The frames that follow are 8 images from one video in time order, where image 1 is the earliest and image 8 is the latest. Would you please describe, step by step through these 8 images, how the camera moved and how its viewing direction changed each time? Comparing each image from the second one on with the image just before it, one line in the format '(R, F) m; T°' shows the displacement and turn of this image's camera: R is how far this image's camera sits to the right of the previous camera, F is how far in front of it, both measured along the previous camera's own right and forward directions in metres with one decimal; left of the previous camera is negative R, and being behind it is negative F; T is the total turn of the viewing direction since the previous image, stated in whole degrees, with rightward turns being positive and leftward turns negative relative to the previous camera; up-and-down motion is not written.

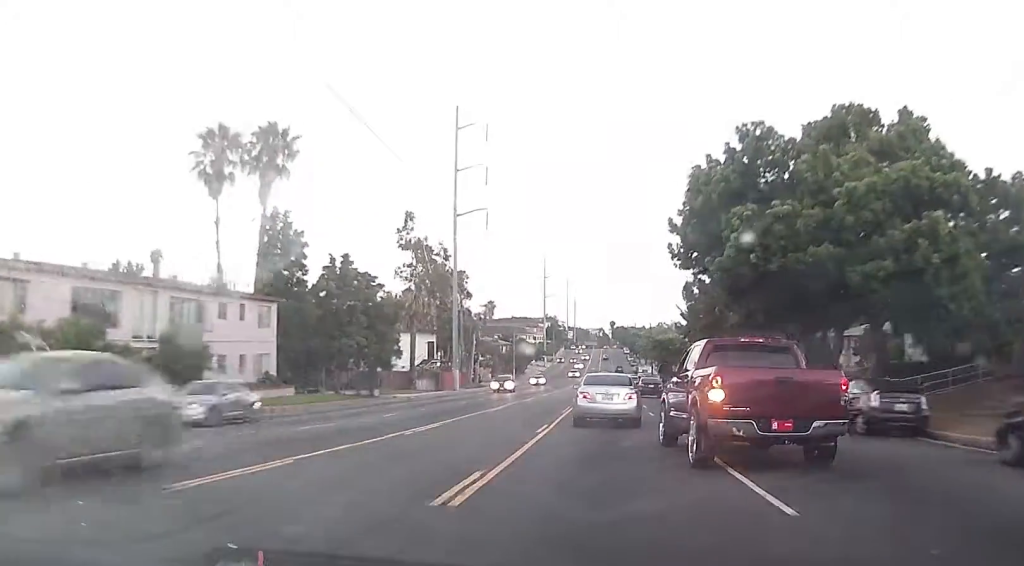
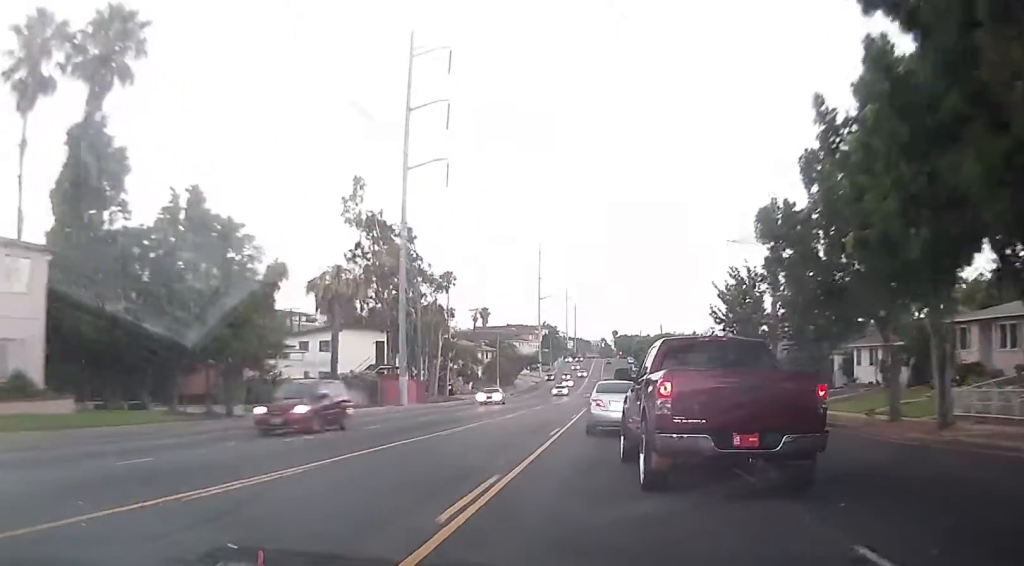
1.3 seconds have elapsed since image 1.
(-0.1, +23.5) m; +1°
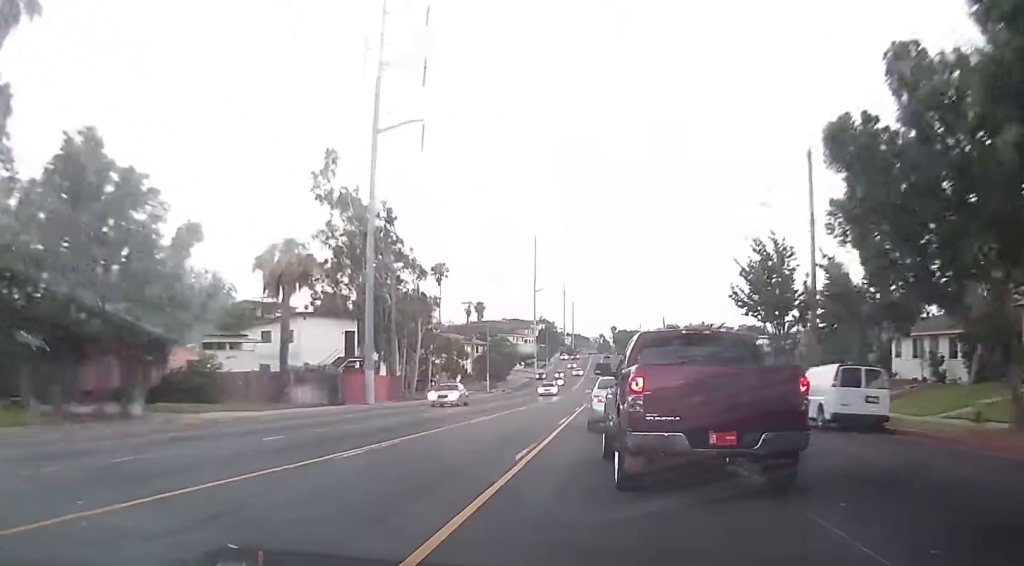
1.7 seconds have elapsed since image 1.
(+0.1, +8.7) m; +1°
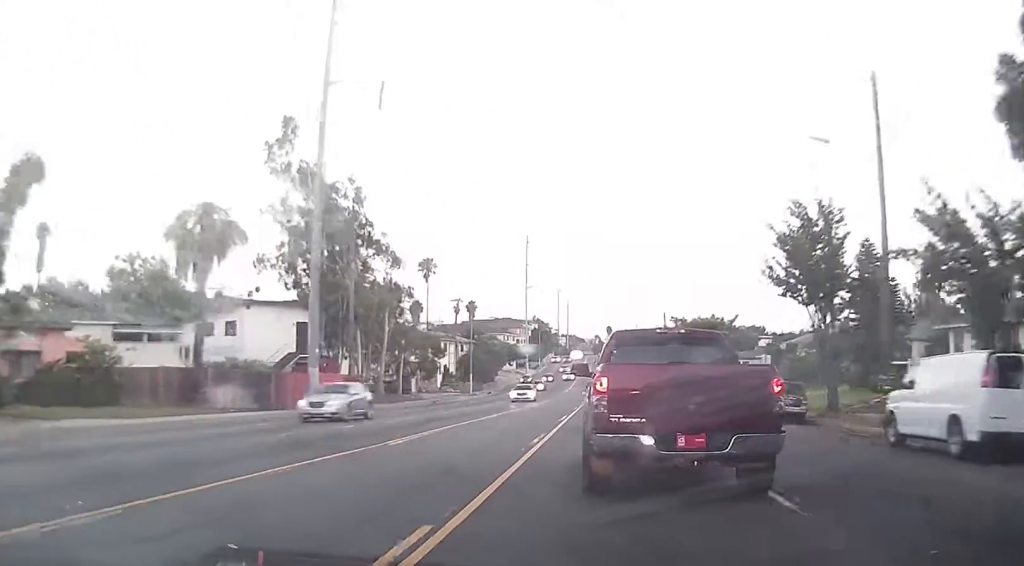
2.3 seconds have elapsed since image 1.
(0.0, +10.0) m; 0°
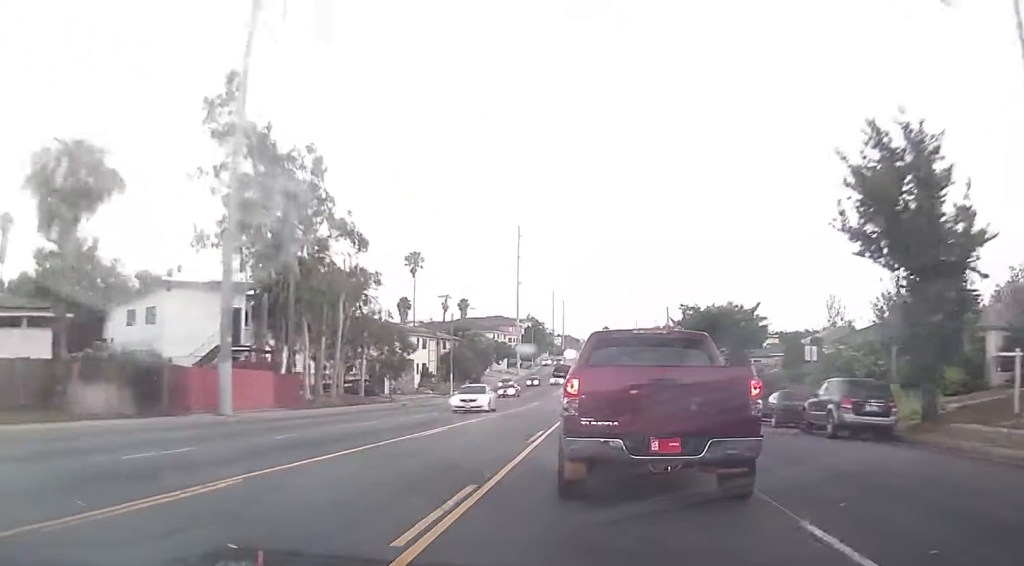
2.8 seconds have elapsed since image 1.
(0.0, +10.7) m; 0°
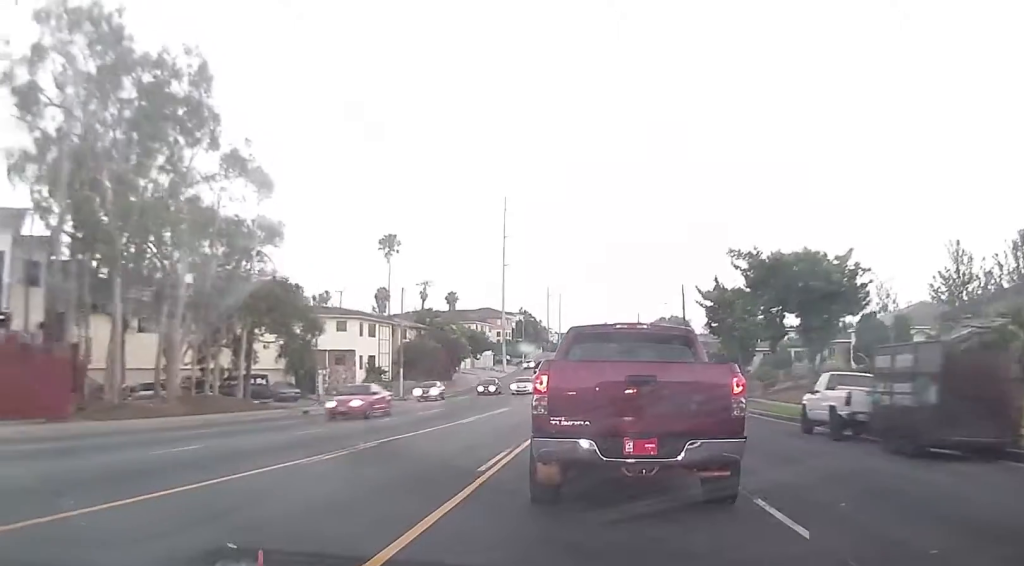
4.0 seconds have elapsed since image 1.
(0.0, +21.2) m; 0°
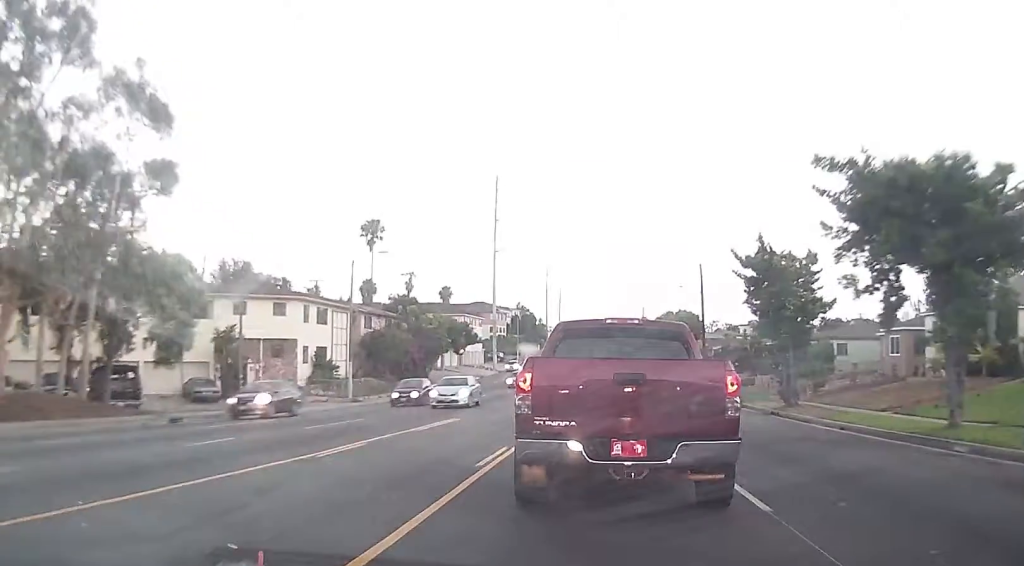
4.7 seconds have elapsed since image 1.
(0.0, +13.6) m; 0°
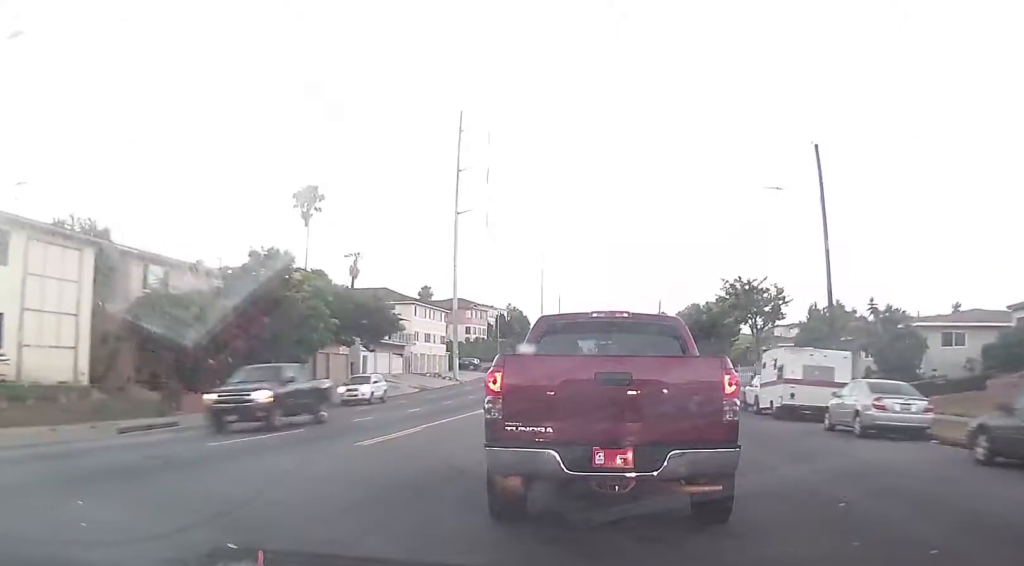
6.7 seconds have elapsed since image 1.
(0.0, +36.8) m; 0°
